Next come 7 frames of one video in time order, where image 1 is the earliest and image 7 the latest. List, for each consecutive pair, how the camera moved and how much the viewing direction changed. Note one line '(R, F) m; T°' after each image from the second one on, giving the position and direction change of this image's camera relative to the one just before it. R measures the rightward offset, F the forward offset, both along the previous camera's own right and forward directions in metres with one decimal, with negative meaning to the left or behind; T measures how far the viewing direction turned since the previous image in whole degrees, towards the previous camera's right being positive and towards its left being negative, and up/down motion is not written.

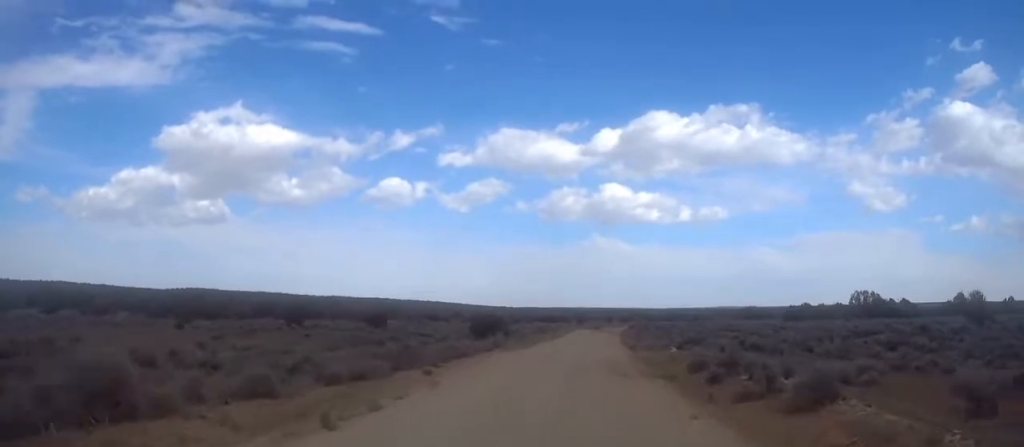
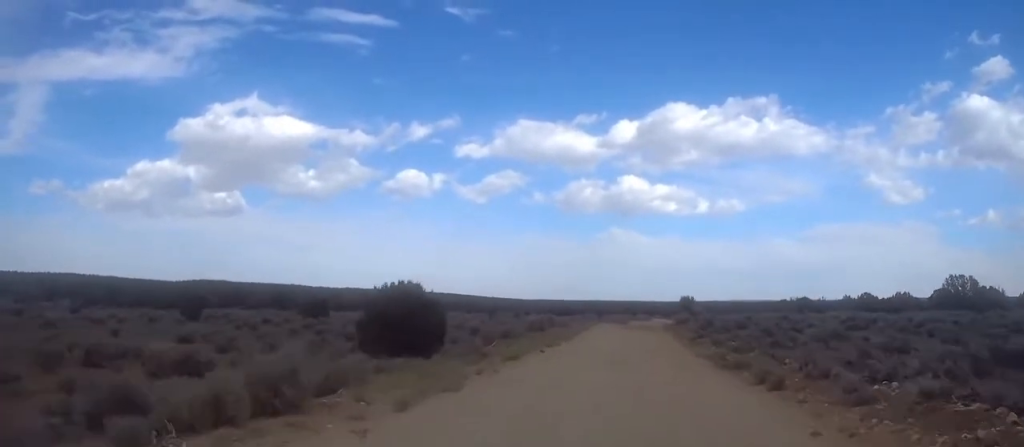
(+0.4, +29.3) m; 0°
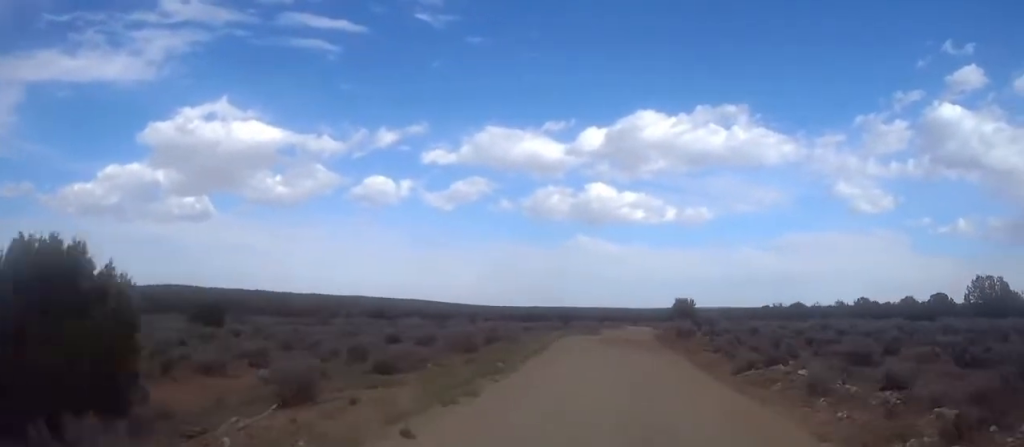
(-0.3, +16.2) m; 0°
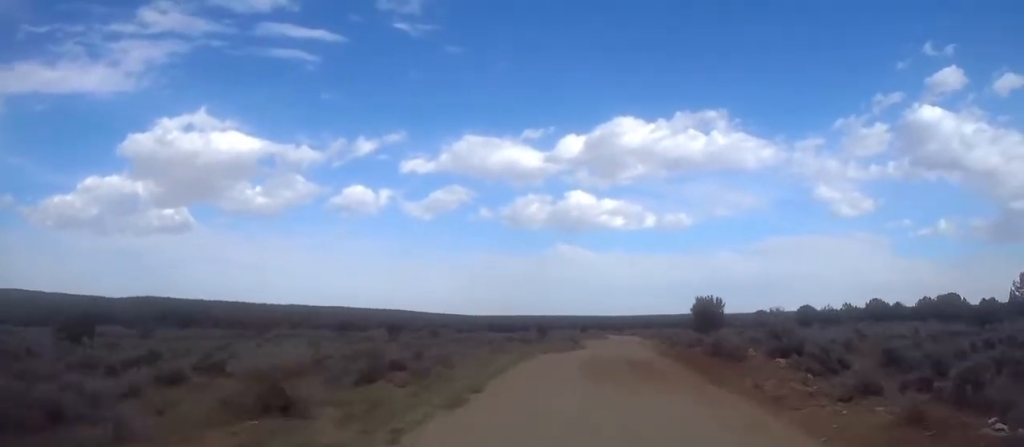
(+0.3, +15.6) m; +3°
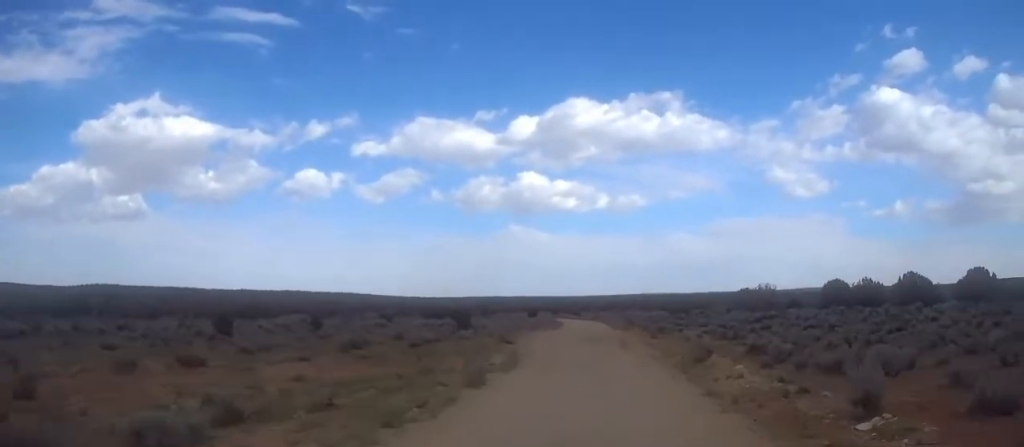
(+1.4, +31.9) m; +3°
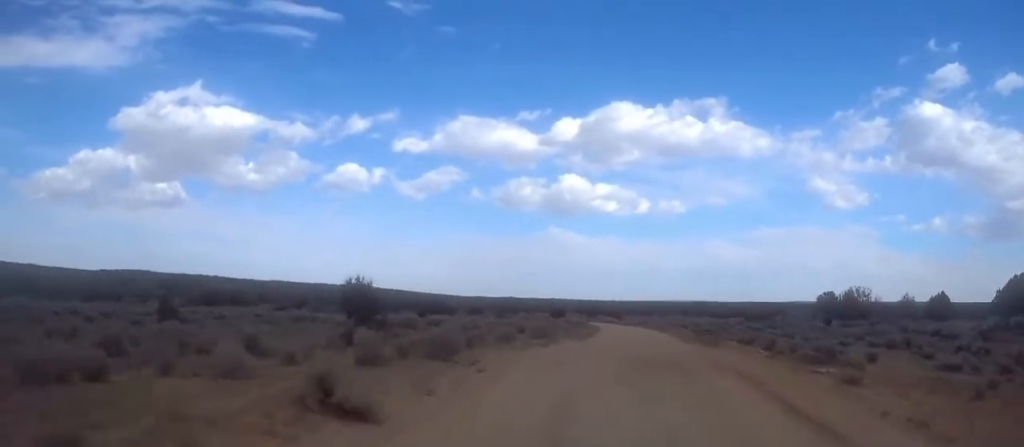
(-0.6, +32.5) m; -1°
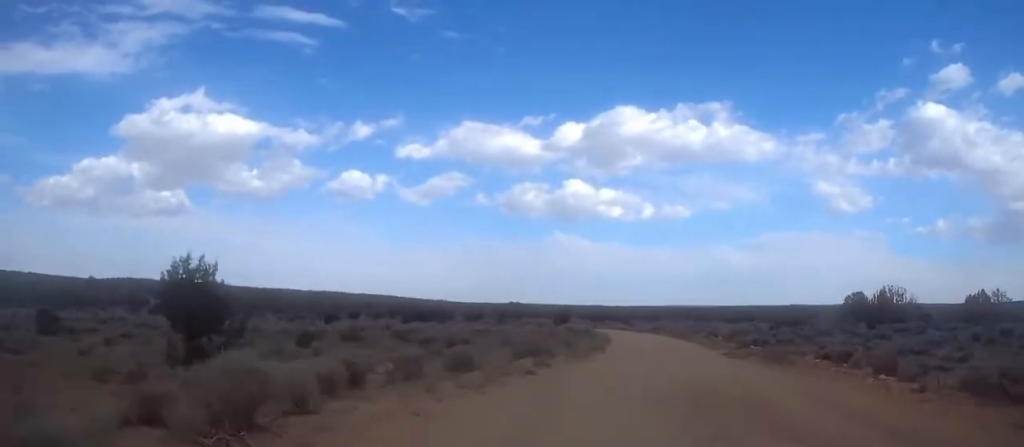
(-0.1, +11.2) m; +1°
